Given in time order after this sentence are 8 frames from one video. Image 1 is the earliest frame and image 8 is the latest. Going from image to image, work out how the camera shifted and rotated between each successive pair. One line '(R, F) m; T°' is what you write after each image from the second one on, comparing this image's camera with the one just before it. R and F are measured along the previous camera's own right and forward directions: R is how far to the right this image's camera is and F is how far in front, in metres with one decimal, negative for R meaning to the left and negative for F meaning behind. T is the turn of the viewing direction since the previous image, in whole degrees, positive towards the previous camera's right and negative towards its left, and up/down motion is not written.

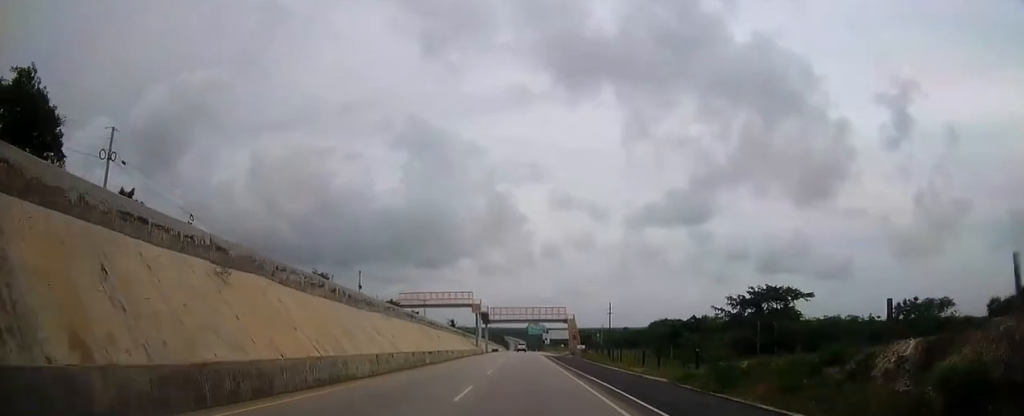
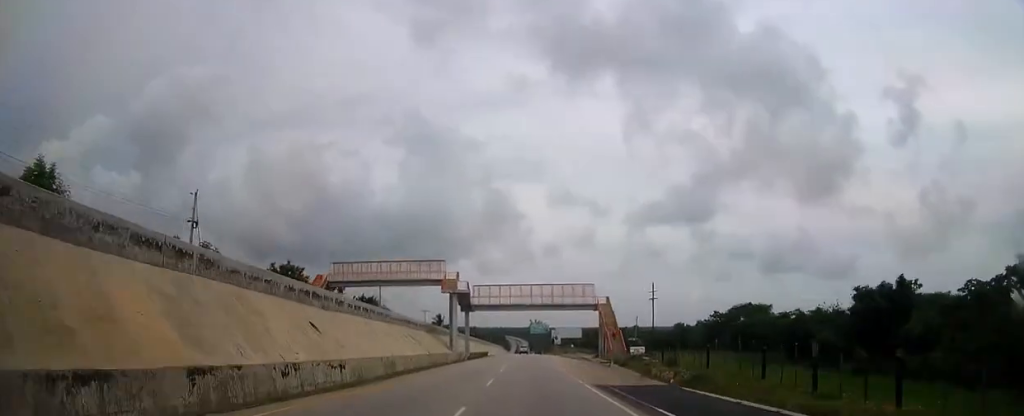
(0.0, +53.1) m; 0°
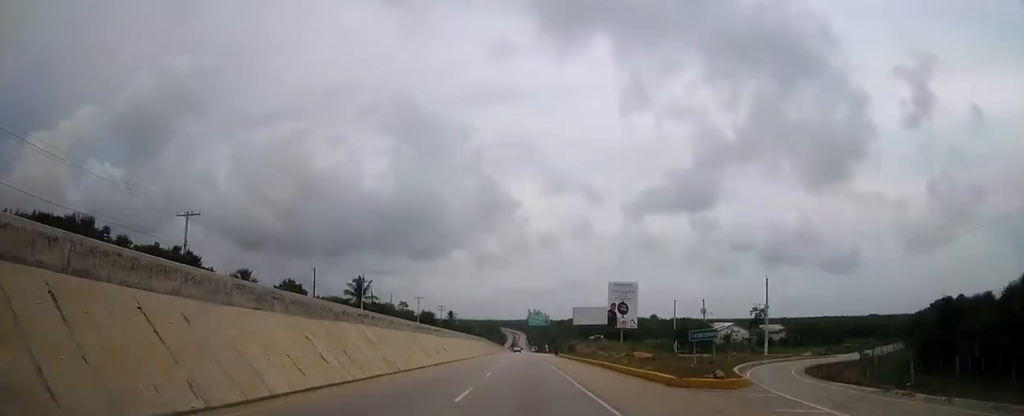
(+0.3, +115.4) m; 0°
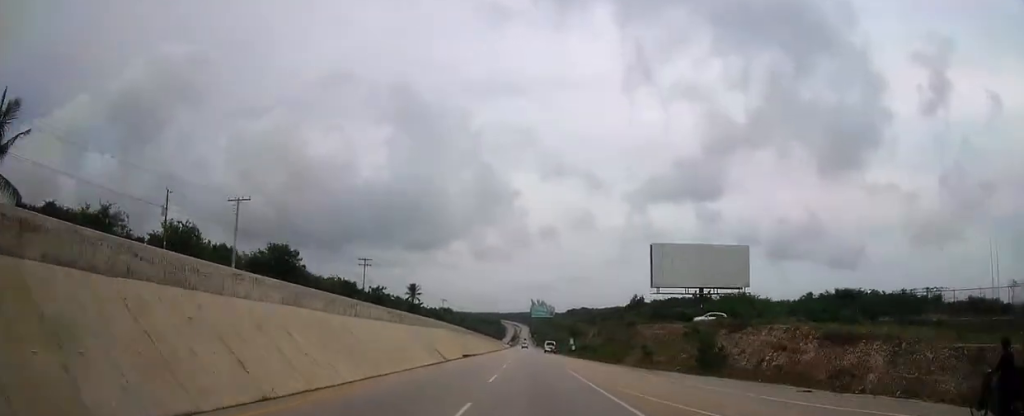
(-0.3, +102.8) m; 0°
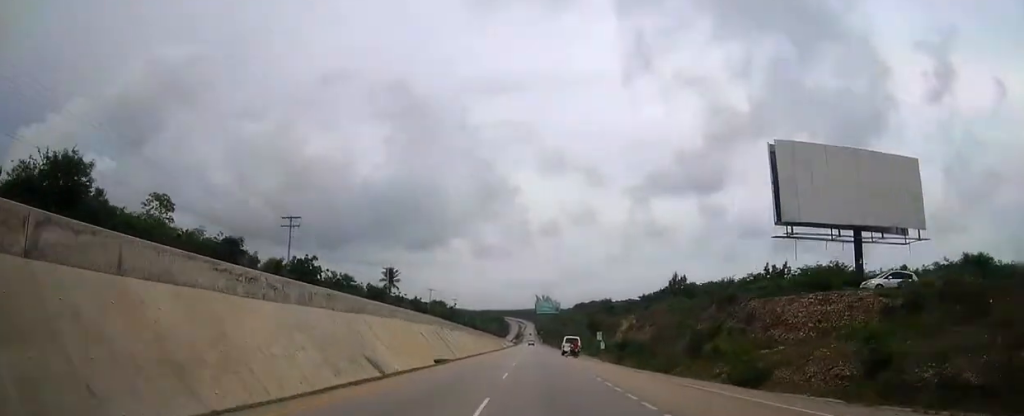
(-0.1, +35.4) m; 0°
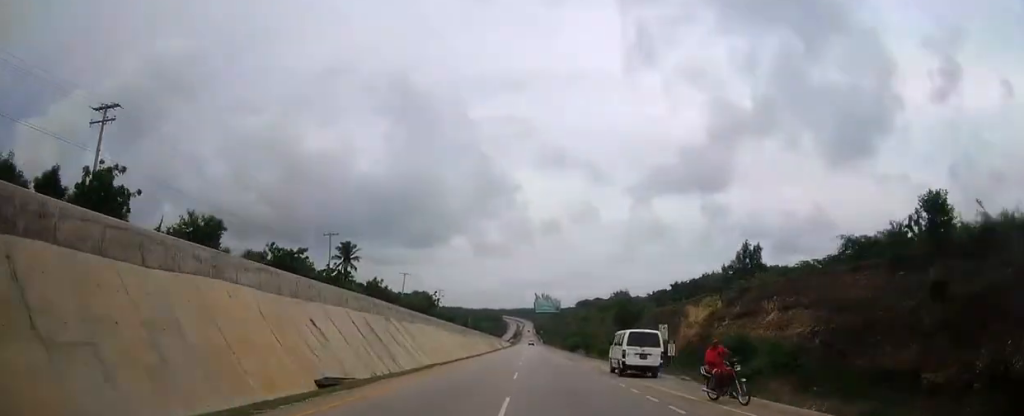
(+0.1, +34.8) m; 0°
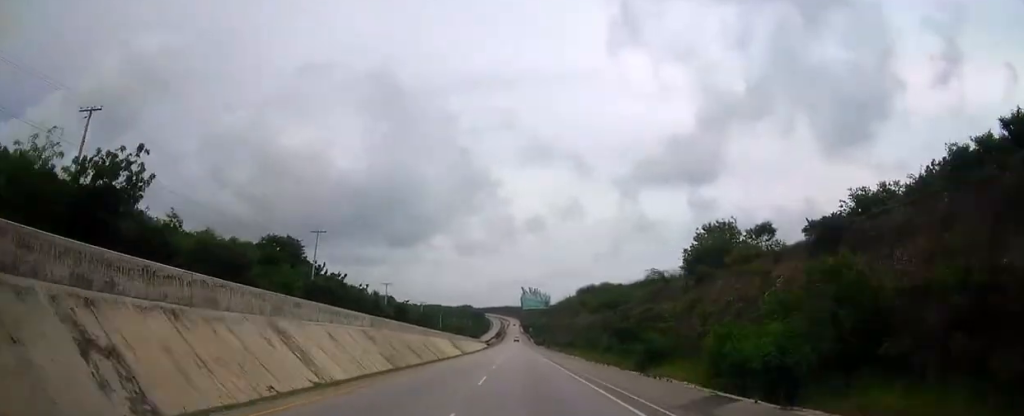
(+0.7, +98.7) m; 0°
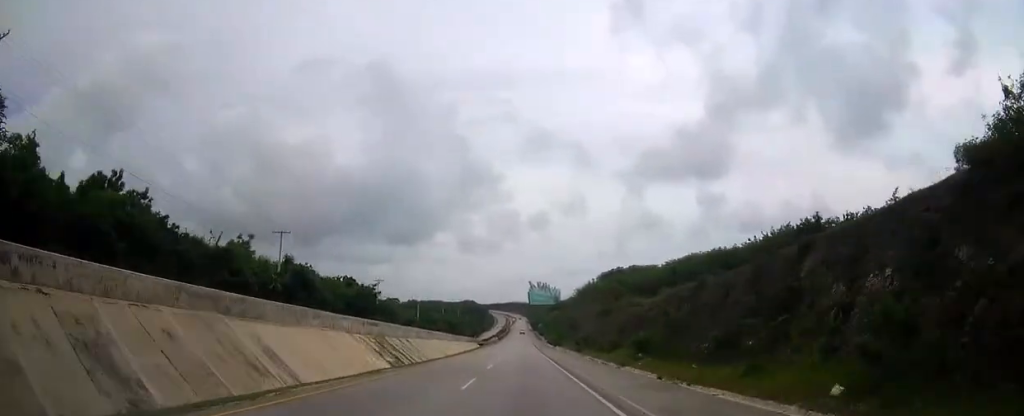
(-0.2, +62.4) m; 0°
